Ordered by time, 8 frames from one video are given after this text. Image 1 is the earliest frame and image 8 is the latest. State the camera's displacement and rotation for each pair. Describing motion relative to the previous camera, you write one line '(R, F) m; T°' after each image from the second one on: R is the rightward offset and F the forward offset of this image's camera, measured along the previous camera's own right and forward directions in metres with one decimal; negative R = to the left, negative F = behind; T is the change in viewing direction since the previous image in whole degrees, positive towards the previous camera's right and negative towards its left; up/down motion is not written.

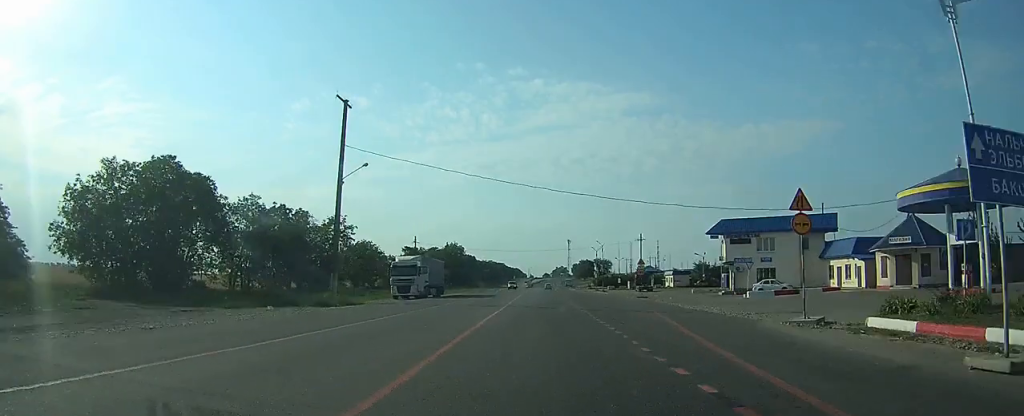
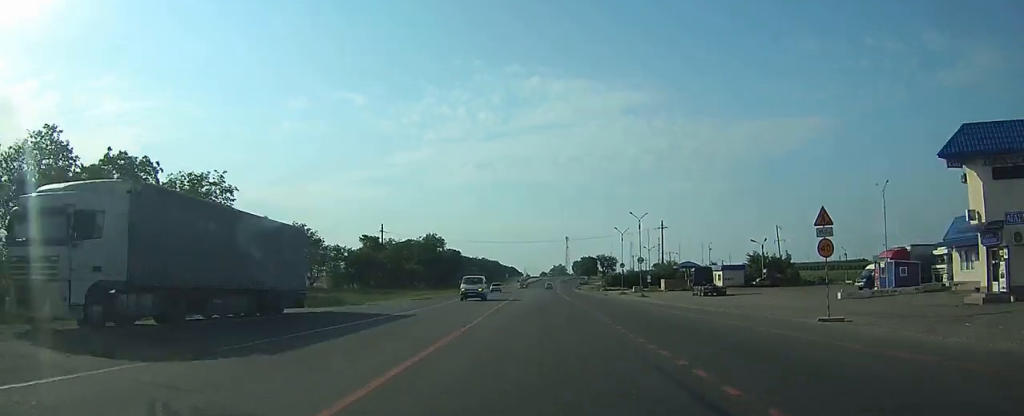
(+0.4, +41.3) m; +1°
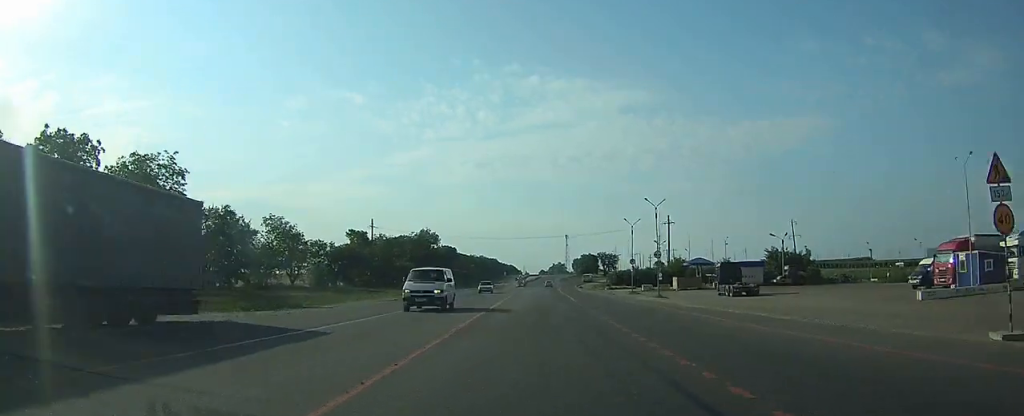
(0.0, +9.5) m; 0°
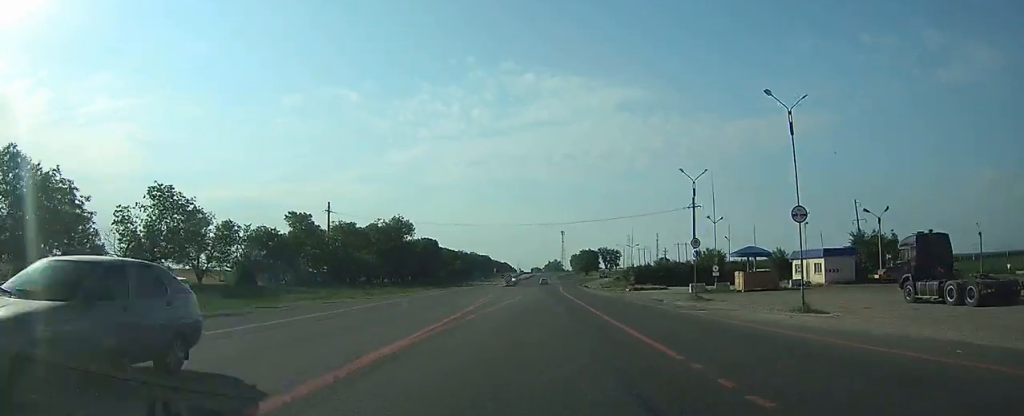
(+0.2, +30.7) m; +1°
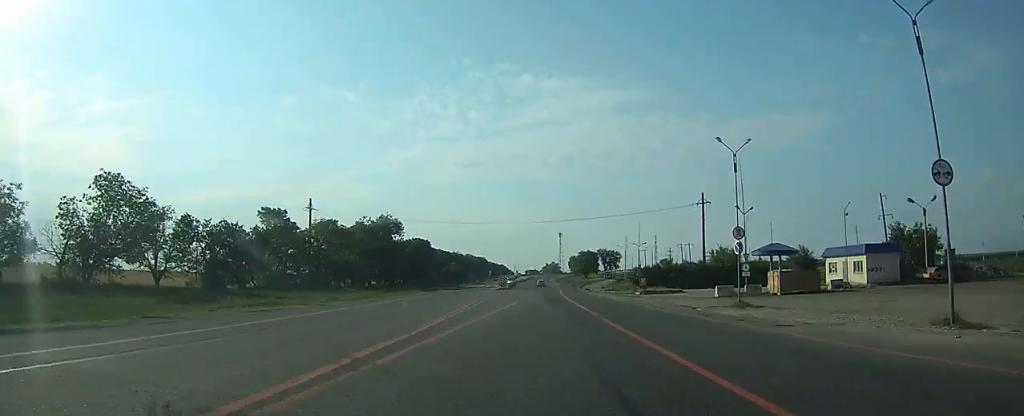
(0.0, +9.4) m; 0°
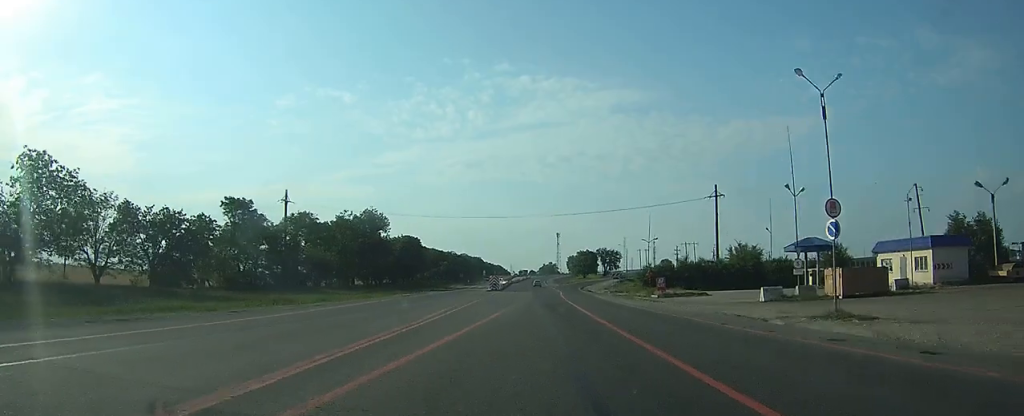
(+0.1, +10.9) m; -1°
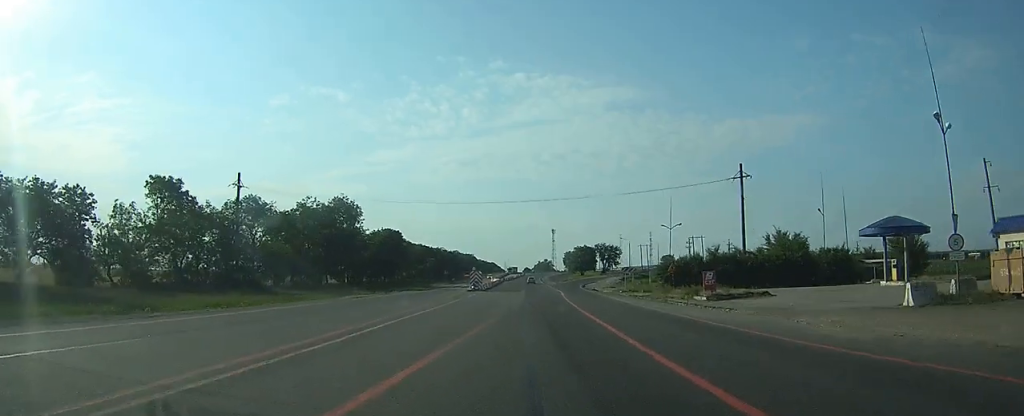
(-0.3, +16.6) m; 0°
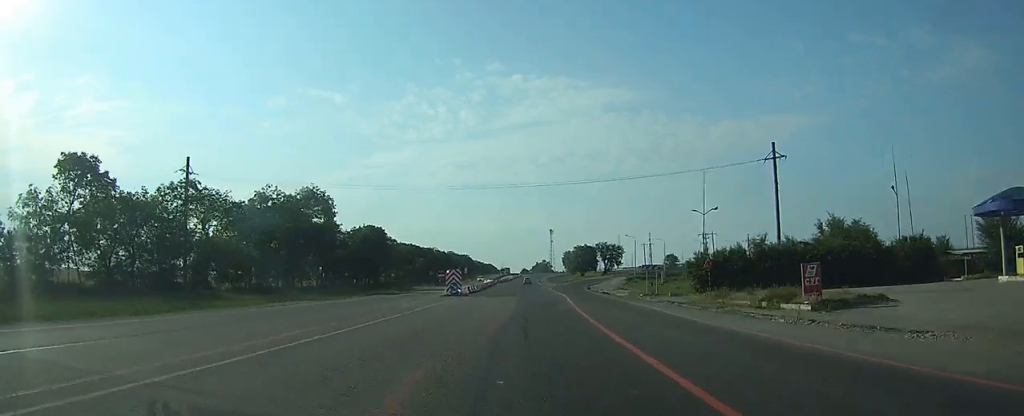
(0.0, +14.4) m; 0°
